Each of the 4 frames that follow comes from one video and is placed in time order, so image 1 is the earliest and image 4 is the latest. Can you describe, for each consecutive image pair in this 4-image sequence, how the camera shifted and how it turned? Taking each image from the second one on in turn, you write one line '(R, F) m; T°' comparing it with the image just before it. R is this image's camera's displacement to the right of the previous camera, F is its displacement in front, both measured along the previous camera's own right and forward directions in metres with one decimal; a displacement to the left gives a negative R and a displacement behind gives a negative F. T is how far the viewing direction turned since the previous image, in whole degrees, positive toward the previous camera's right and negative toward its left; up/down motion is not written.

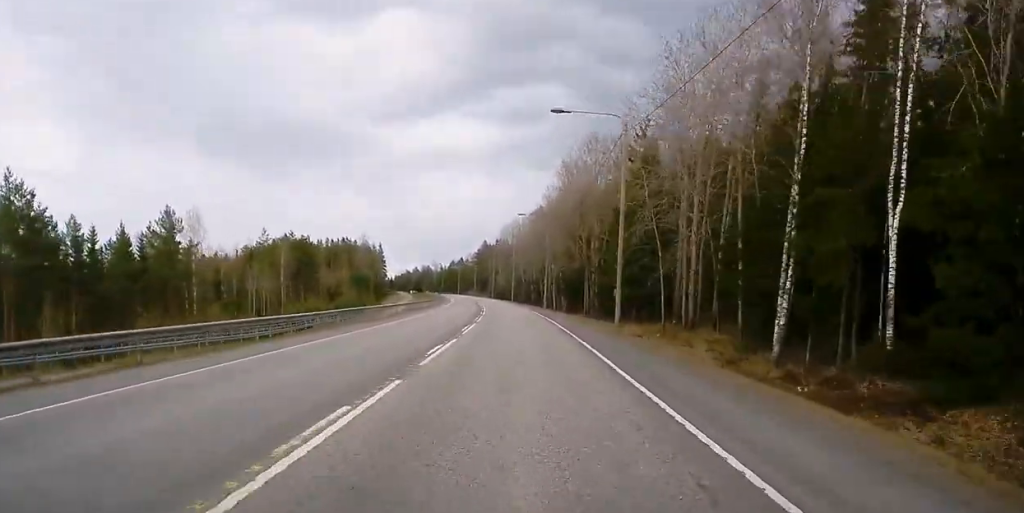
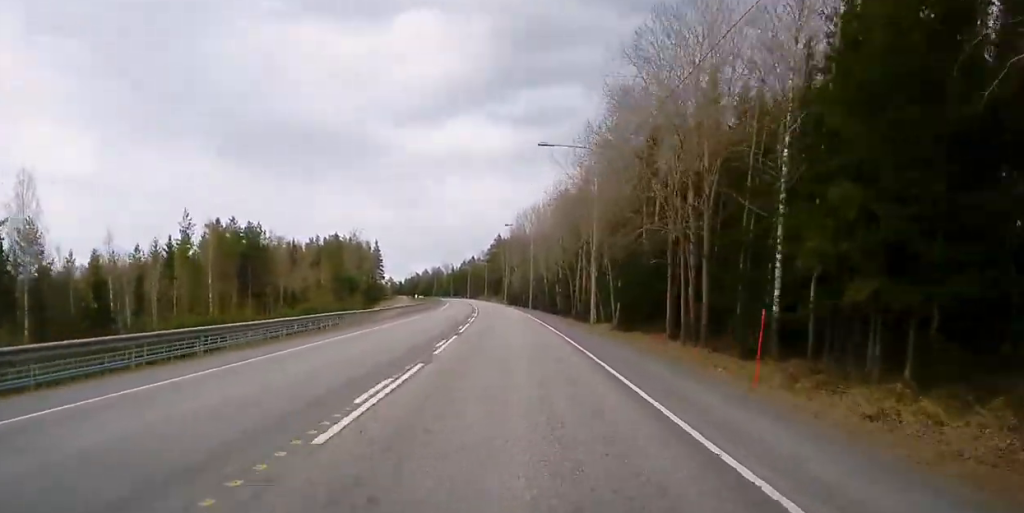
(-0.4, +44.5) m; -1°
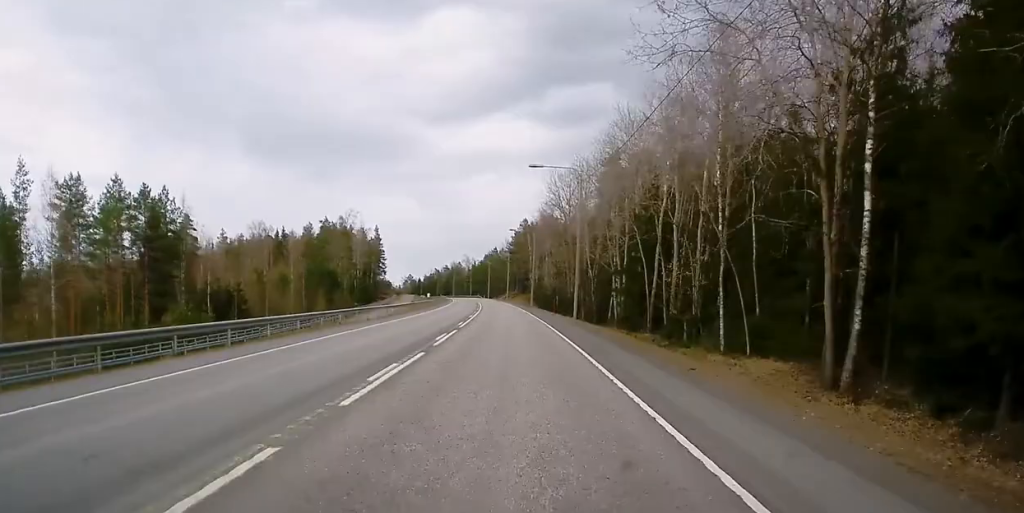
(-0.7, +44.9) m; -1°
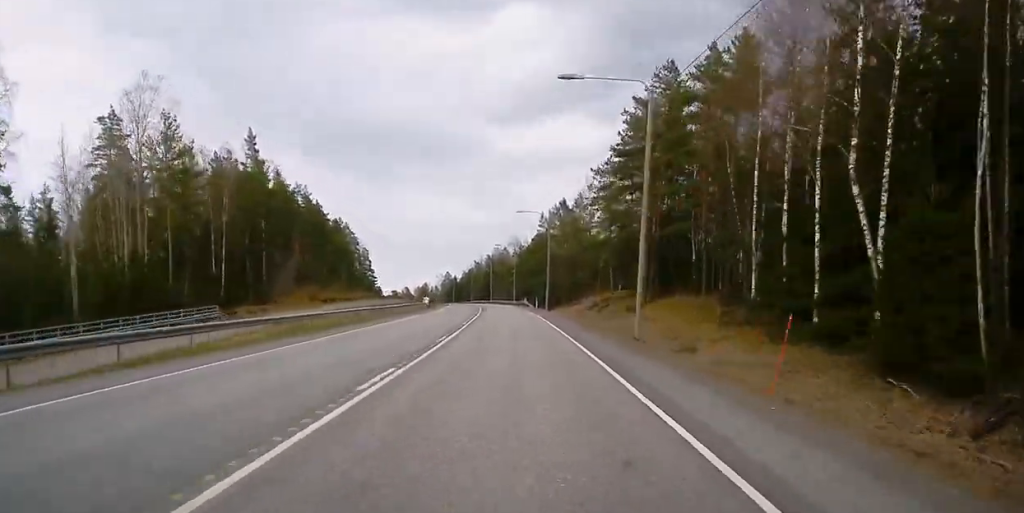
(-5.7, +130.7) m; -4°
